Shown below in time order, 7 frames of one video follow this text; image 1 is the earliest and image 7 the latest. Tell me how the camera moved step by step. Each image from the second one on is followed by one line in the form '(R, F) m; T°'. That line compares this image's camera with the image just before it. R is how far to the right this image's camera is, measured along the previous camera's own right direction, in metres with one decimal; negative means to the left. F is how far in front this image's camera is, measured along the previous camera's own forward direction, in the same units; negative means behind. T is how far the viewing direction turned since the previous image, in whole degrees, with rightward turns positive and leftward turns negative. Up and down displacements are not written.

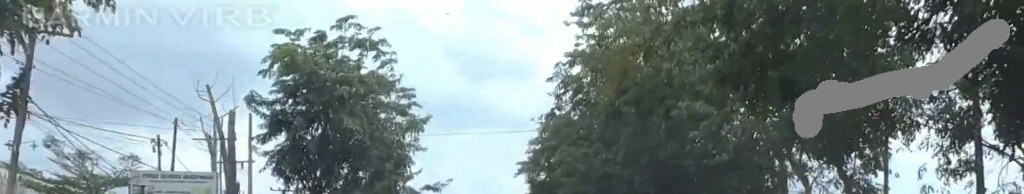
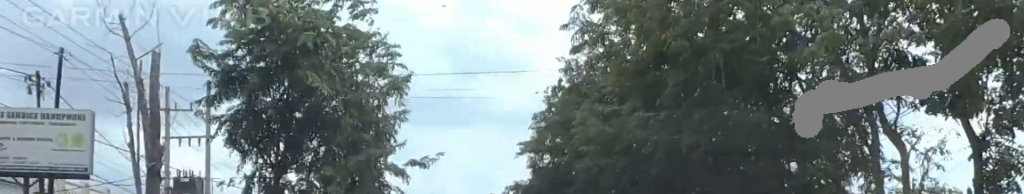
(-0.7, +6.3) m; 0°
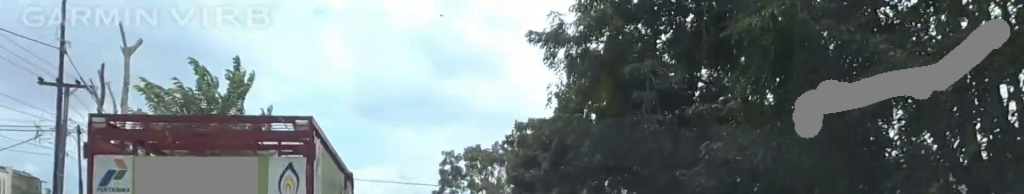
(+0.2, +28.7) m; -1°
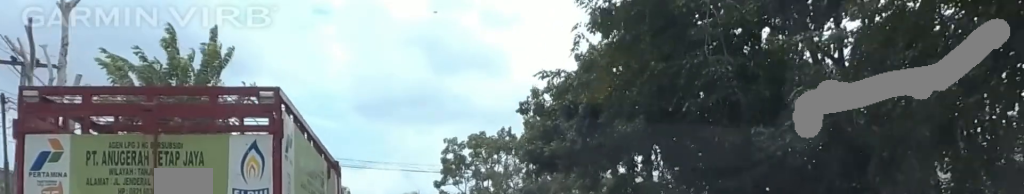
(0.0, +4.9) m; 0°
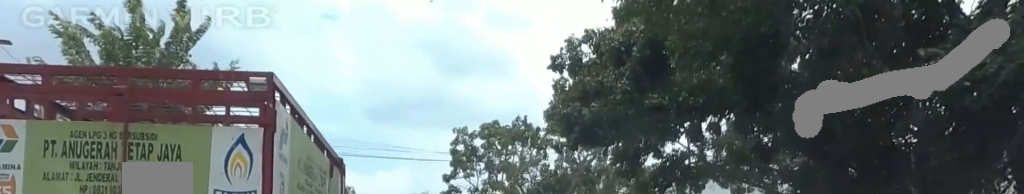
(-0.8, +5.6) m; 0°
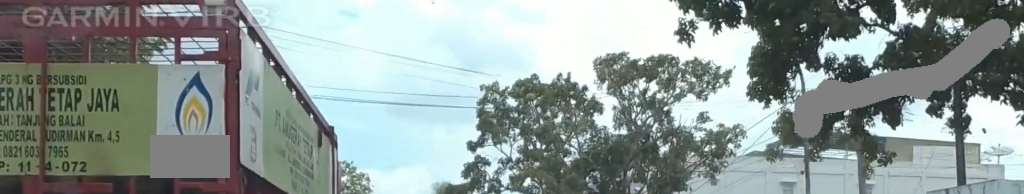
(+1.0, +11.3) m; 0°
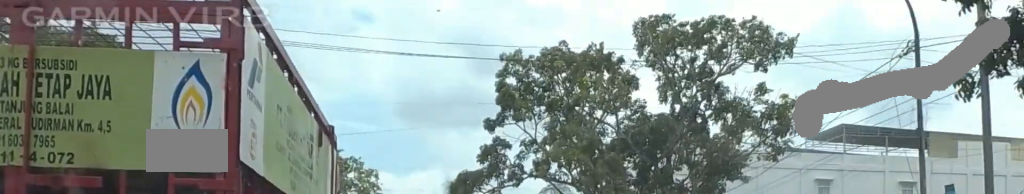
(-1.0, +7.5) m; -1°
